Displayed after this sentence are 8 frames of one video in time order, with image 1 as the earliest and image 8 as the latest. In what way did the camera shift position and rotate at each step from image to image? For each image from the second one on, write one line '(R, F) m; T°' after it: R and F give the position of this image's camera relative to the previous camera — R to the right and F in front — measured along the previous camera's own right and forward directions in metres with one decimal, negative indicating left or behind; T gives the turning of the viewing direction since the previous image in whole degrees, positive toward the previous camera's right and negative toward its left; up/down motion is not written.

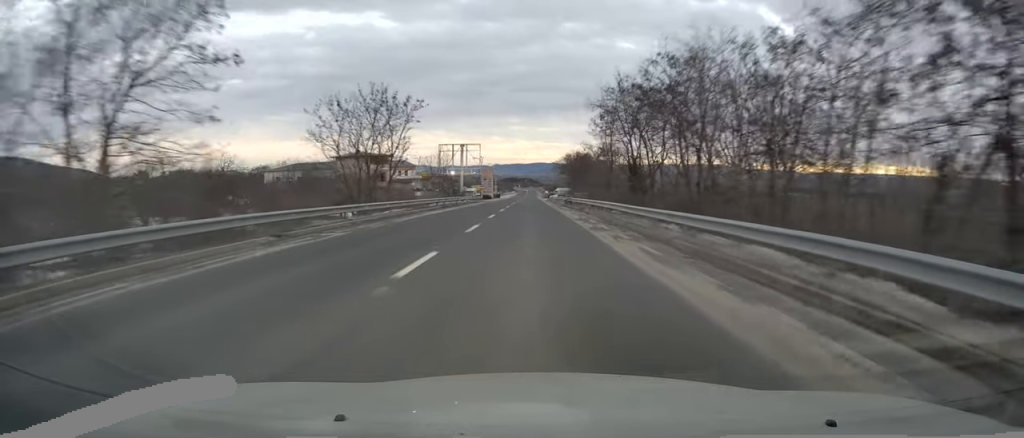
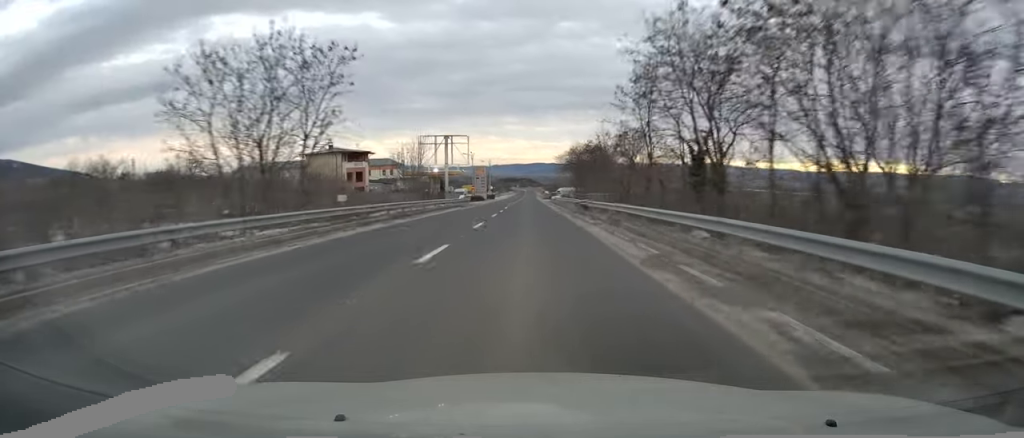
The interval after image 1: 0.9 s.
(+0.1, +16.0) m; 0°
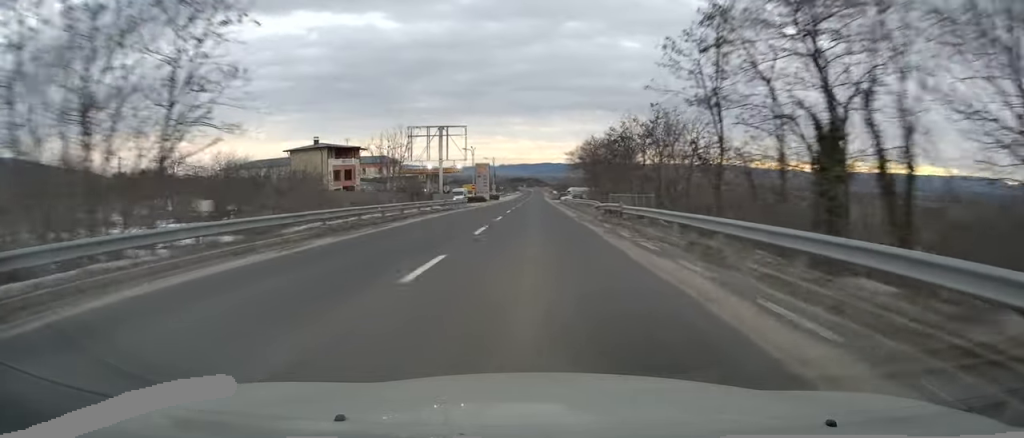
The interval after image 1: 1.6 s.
(-0.3, +10.9) m; 0°
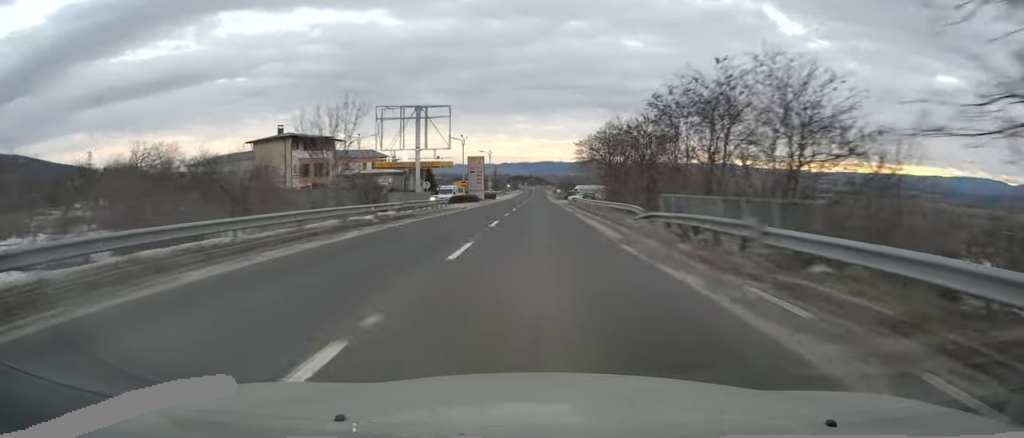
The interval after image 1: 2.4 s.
(+0.3, +15.0) m; +1°
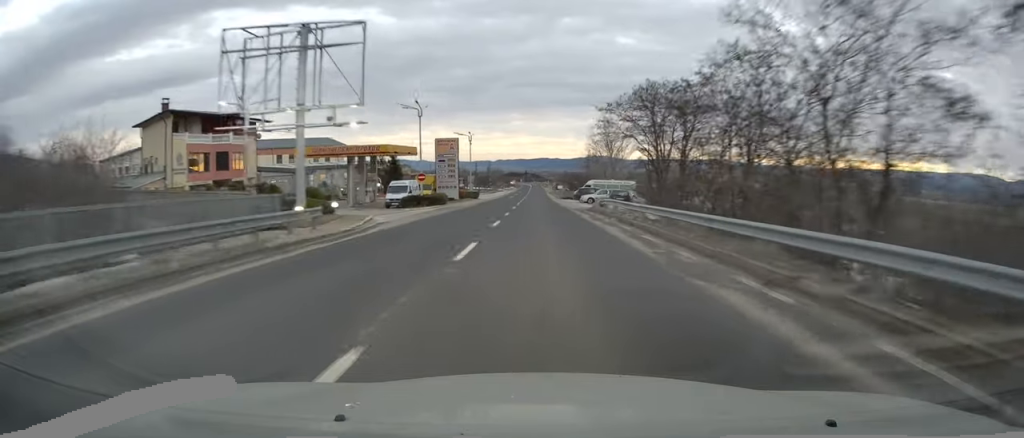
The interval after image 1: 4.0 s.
(0.0, +27.1) m; 0°
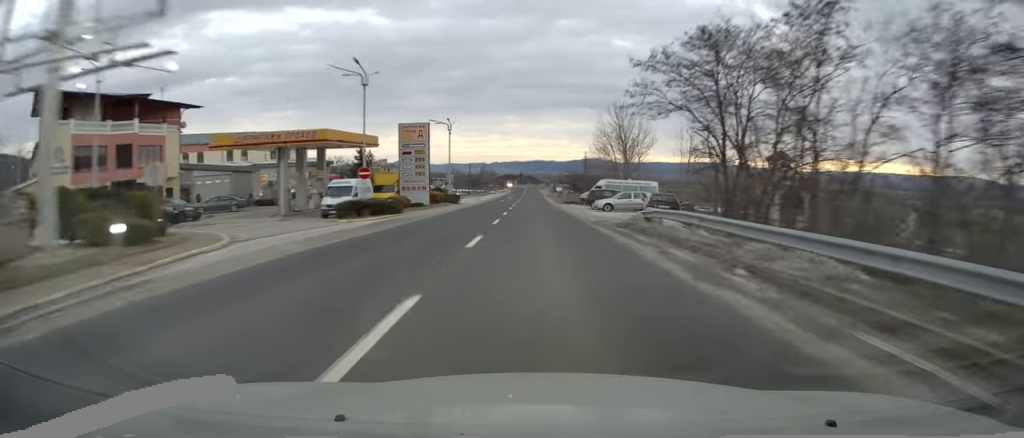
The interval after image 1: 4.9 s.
(+0.1, +15.5) m; 0°
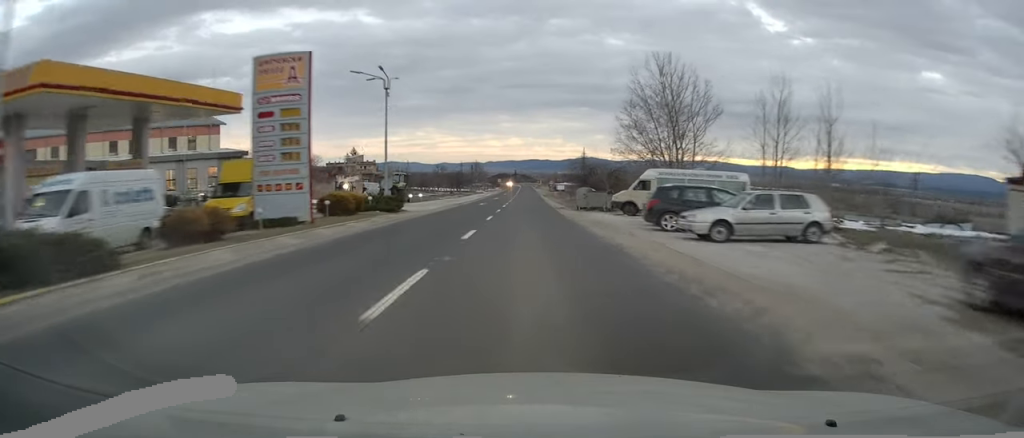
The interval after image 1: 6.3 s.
(0.0, +24.6) m; 0°
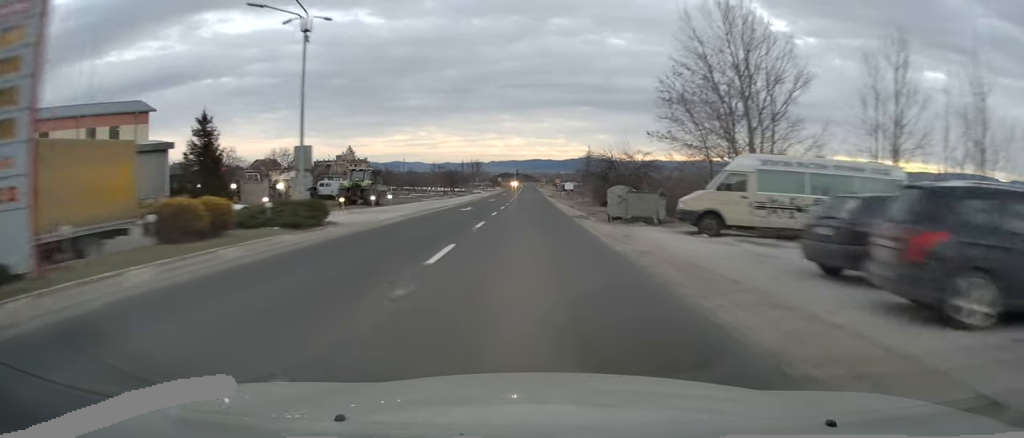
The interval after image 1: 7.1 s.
(0.0, +13.8) m; 0°
